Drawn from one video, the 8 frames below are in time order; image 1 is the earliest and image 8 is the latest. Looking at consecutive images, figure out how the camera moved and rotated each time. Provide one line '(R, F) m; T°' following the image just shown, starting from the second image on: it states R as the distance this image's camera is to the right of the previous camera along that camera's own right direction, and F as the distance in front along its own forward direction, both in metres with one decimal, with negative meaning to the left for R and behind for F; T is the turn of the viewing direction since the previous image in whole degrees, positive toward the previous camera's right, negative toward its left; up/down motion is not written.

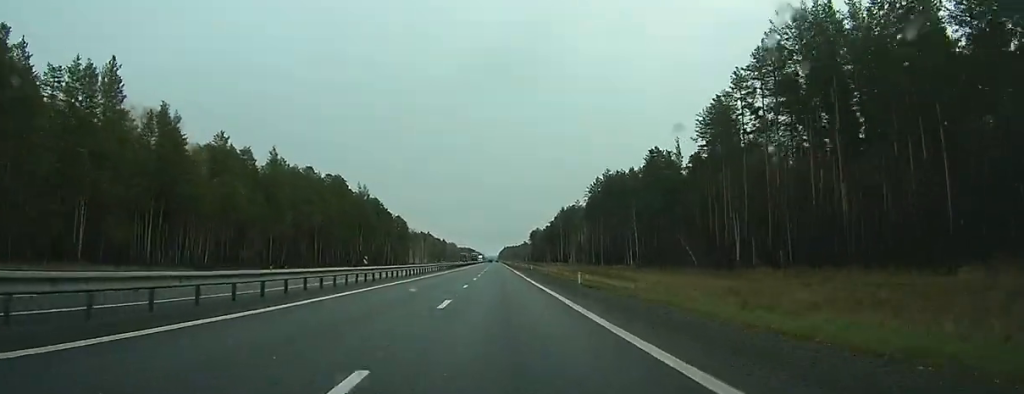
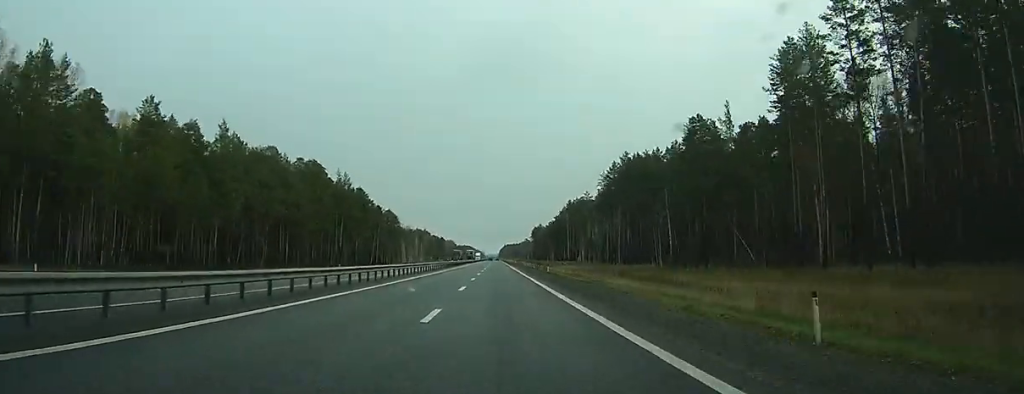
(0.0, +27.9) m; 0°
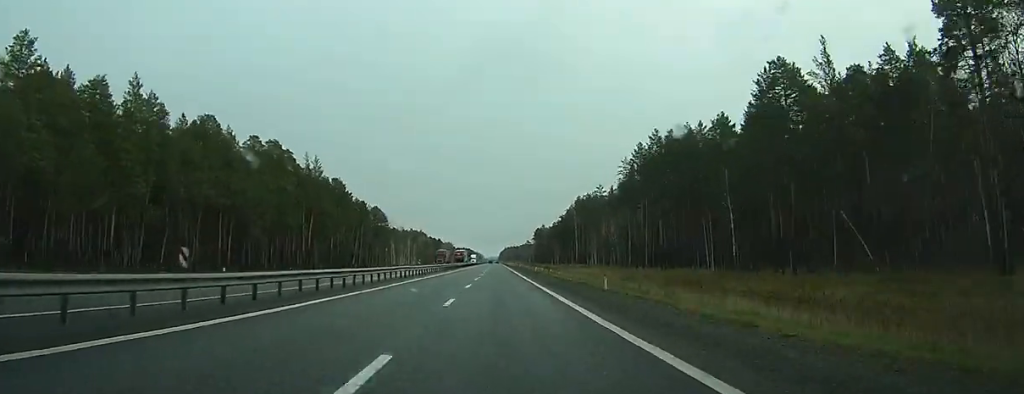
(0.0, +32.6) m; 0°
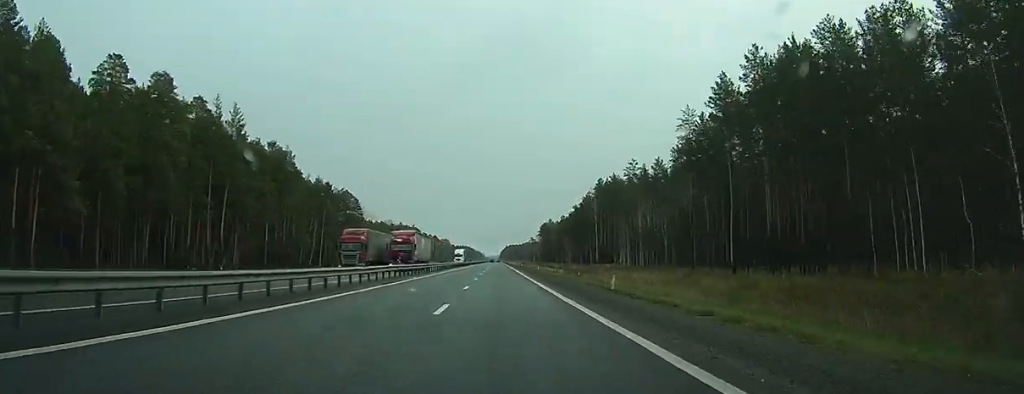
(-0.2, +53.3) m; 0°
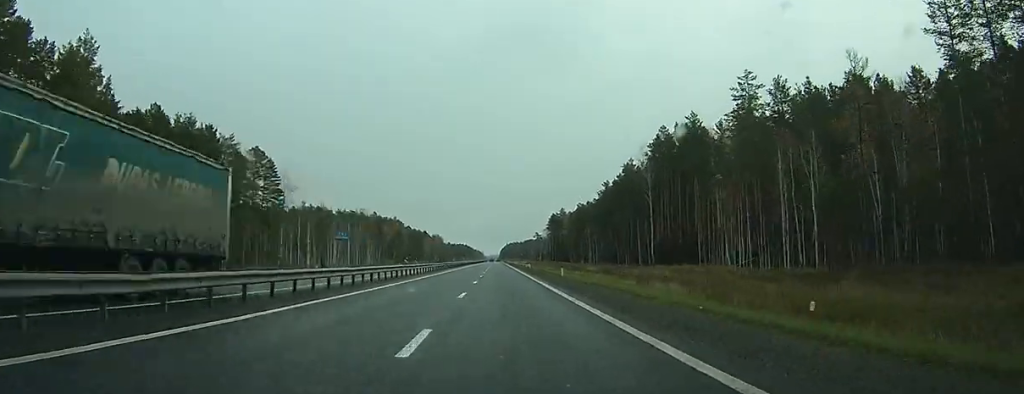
(+0.2, +78.3) m; 0°
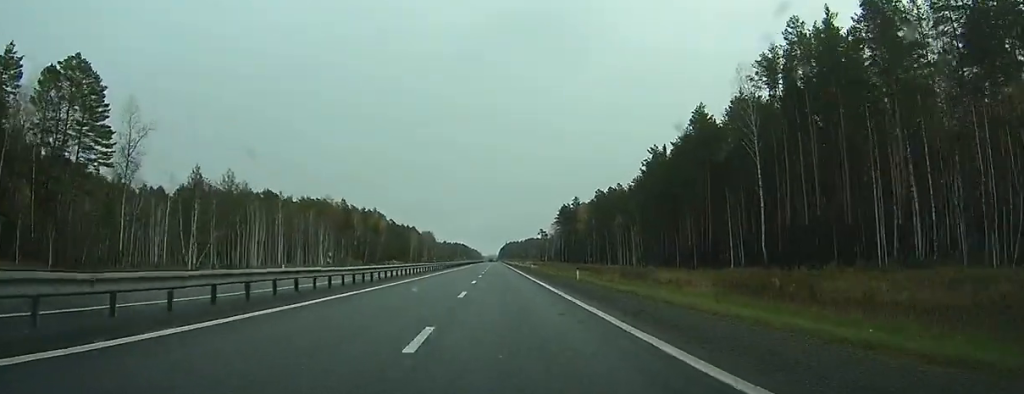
(+0.1, +57.2) m; 0°
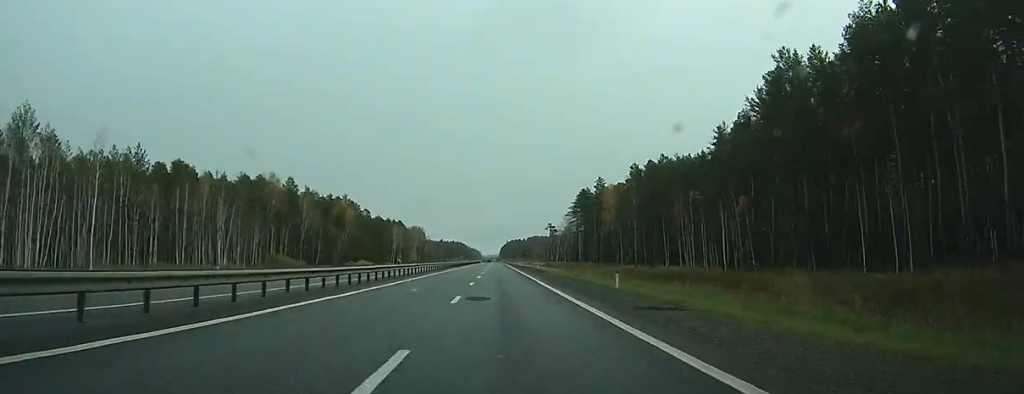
(+0.2, +62.1) m; 0°
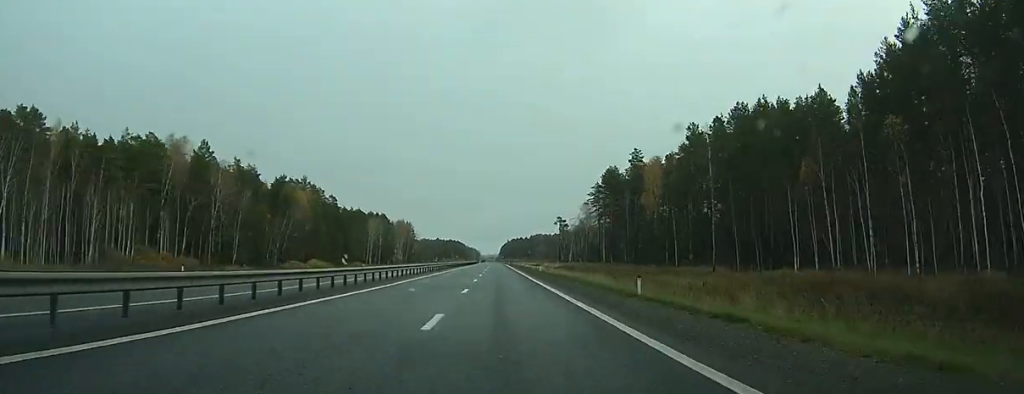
(+0.1, +56.8) m; 0°
